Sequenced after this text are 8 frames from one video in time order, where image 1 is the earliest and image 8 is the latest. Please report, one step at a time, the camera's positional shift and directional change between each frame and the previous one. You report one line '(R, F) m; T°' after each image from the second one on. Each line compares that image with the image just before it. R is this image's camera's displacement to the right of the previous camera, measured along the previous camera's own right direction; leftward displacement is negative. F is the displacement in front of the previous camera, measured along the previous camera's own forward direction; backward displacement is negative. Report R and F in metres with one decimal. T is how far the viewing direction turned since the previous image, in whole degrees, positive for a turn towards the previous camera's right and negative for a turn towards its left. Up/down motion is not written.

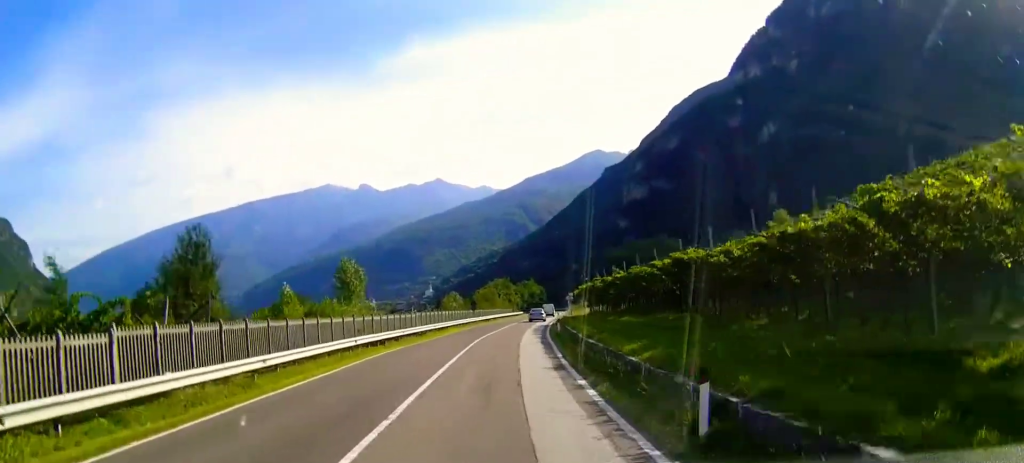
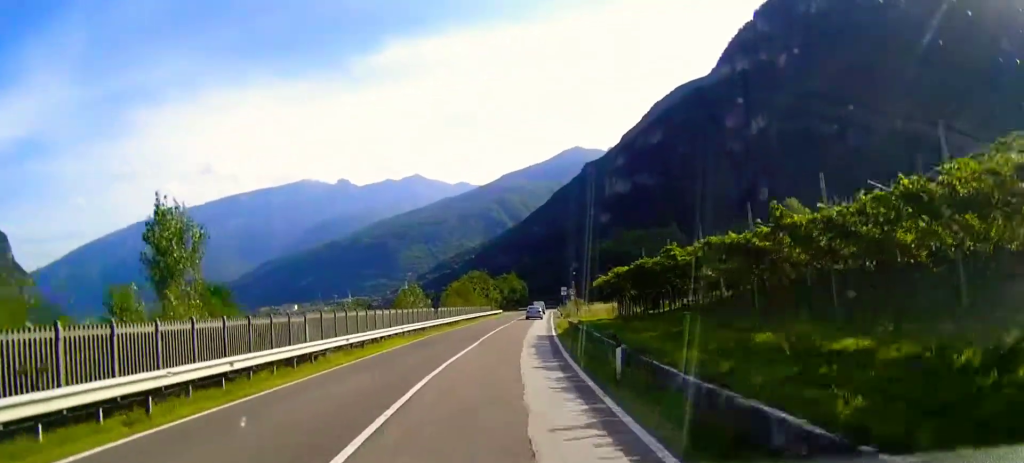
(+0.4, +26.4) m; +2°
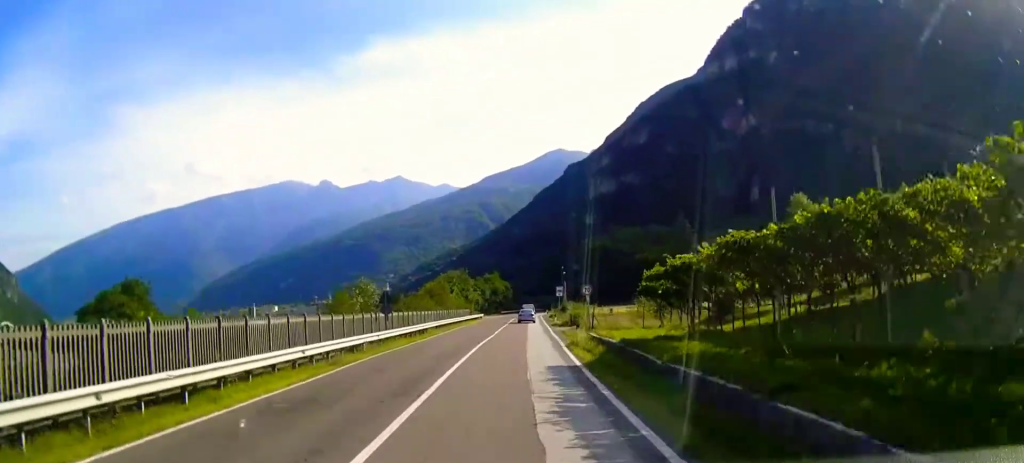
(+0.2, +18.5) m; +1°
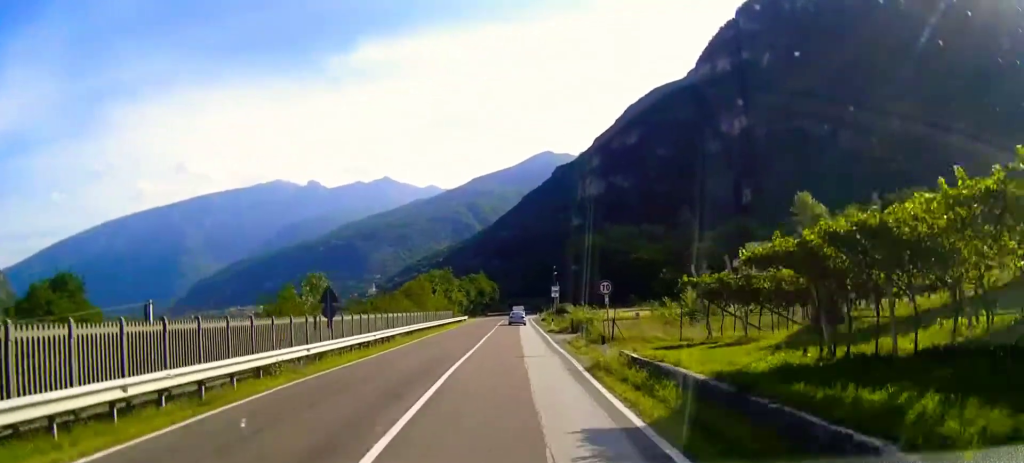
(0.0, +11.0) m; +1°
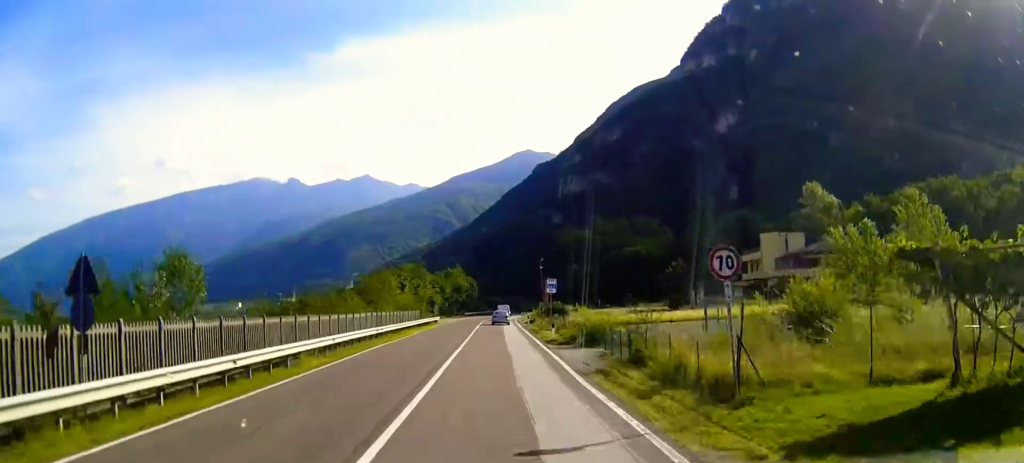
(+0.3, +17.4) m; +1°
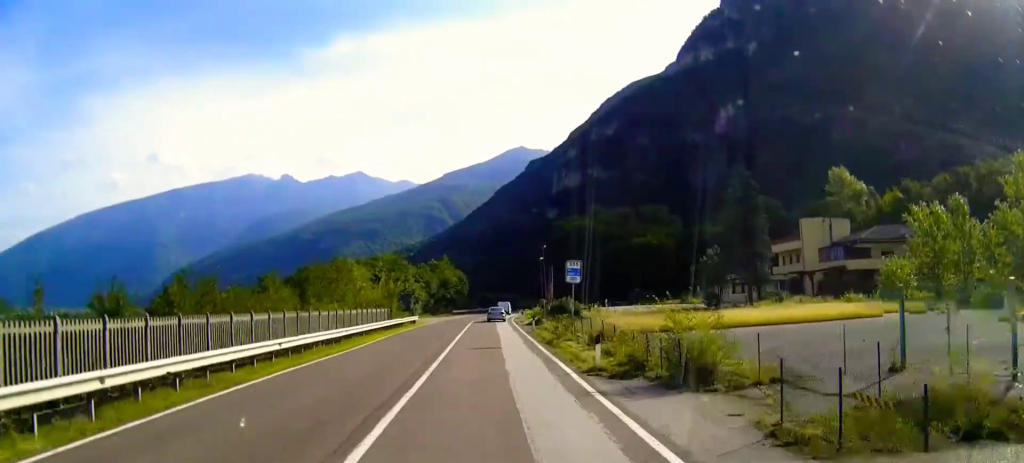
(+0.1, +18.2) m; 0°
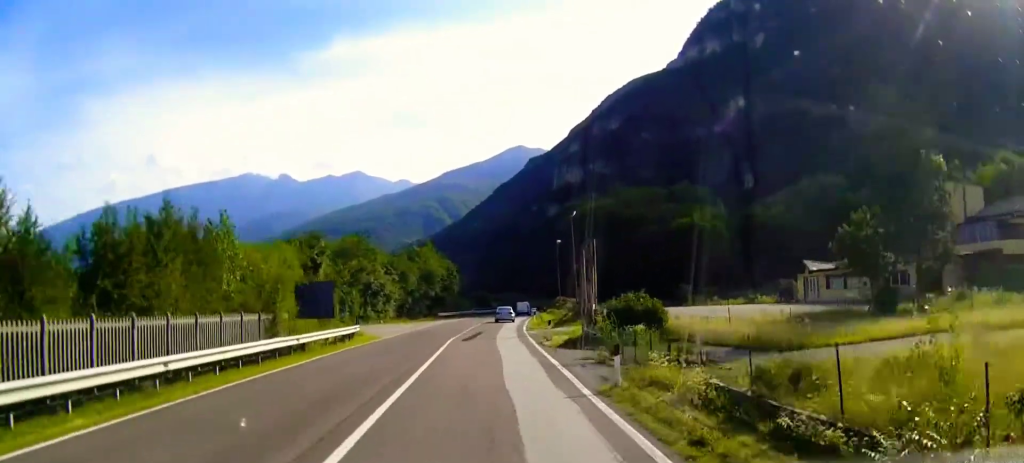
(+0.2, +32.1) m; 0°
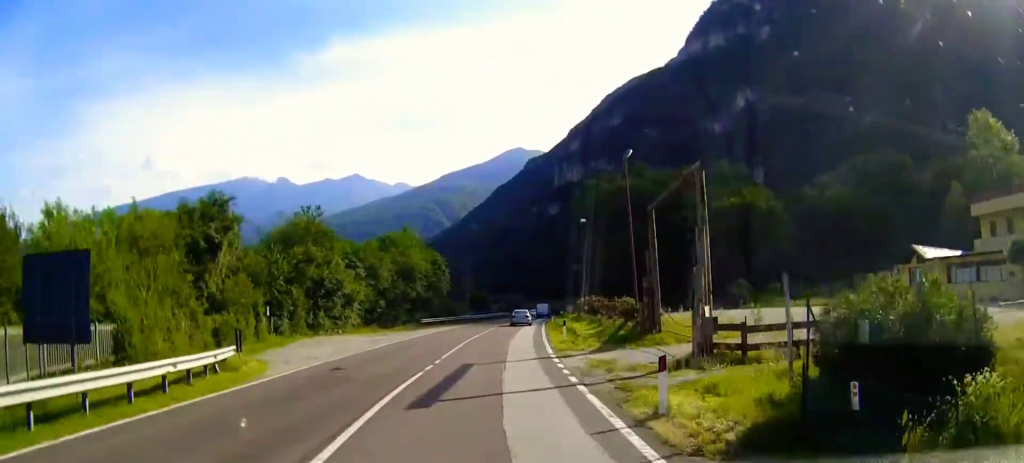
(0.0, +23.2) m; 0°
